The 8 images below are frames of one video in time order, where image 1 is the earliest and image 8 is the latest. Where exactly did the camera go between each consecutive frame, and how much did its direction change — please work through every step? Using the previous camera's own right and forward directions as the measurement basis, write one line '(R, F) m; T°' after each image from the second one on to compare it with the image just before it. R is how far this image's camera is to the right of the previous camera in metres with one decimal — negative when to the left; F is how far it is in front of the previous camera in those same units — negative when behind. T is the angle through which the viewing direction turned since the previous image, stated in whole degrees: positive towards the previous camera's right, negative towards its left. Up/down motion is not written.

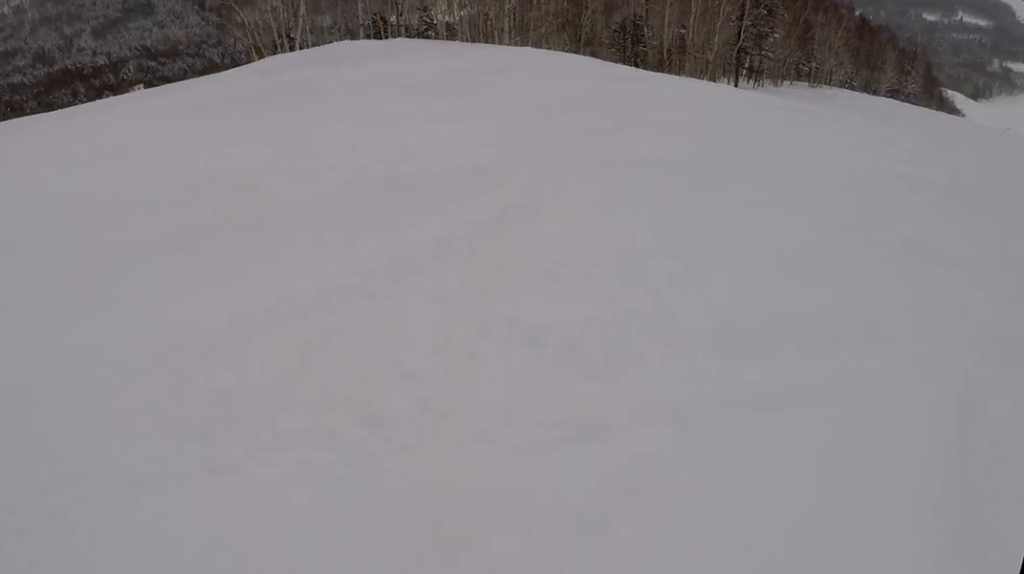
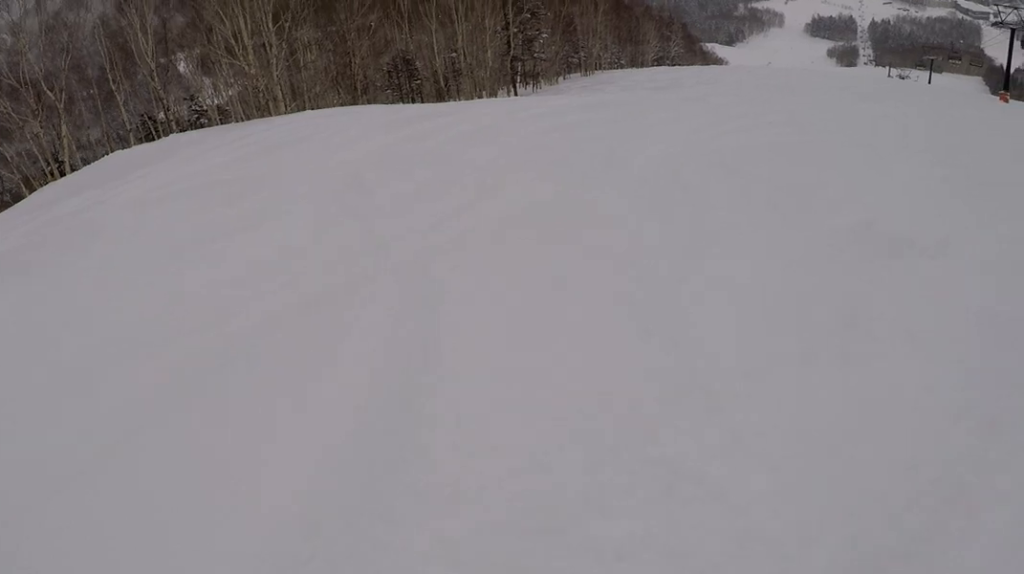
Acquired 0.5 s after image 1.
(+0.4, +2.3) m; +9°
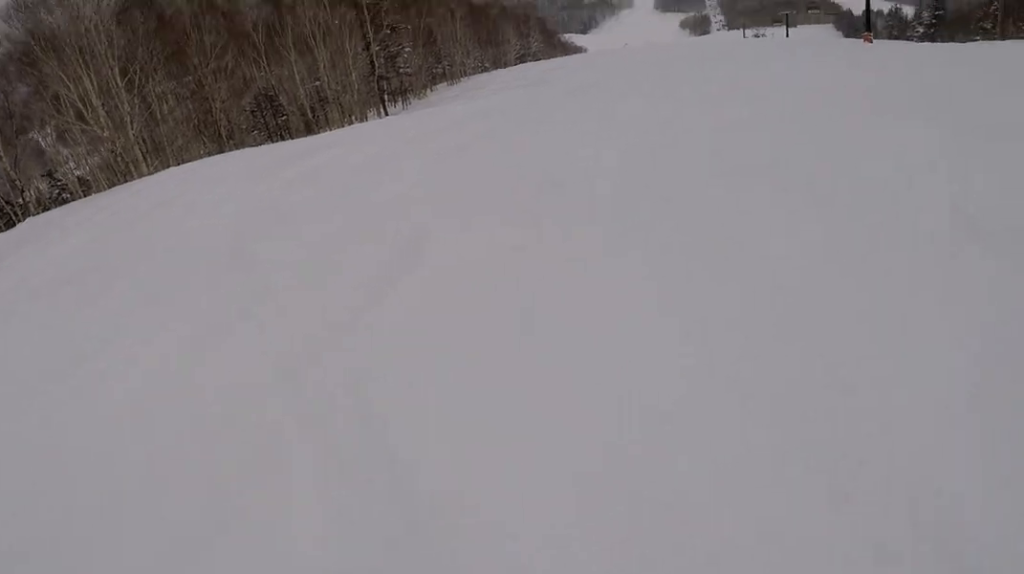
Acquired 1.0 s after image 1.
(+0.1, +2.2) m; +11°
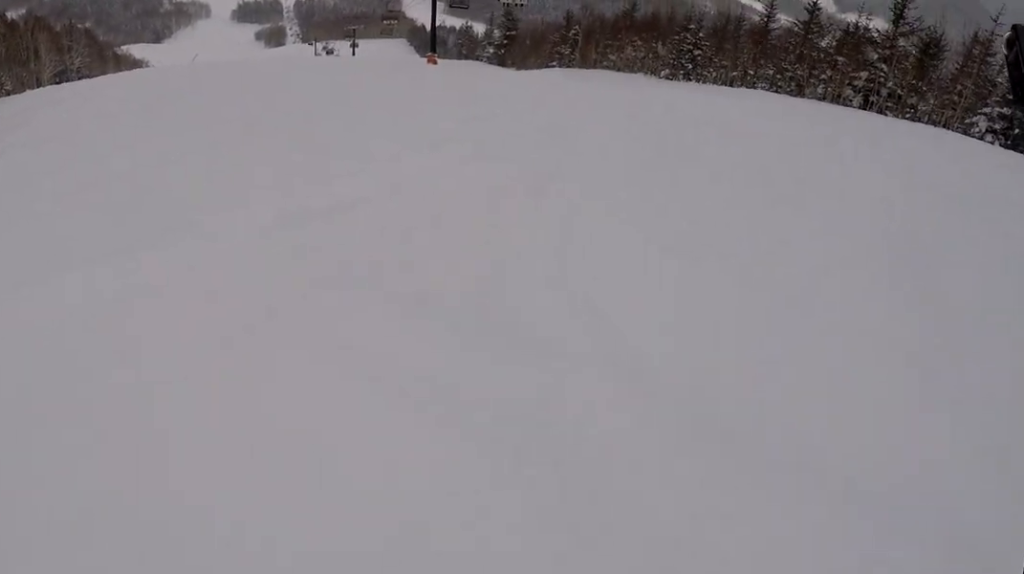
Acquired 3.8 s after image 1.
(+5.5, +9.5) m; +31°
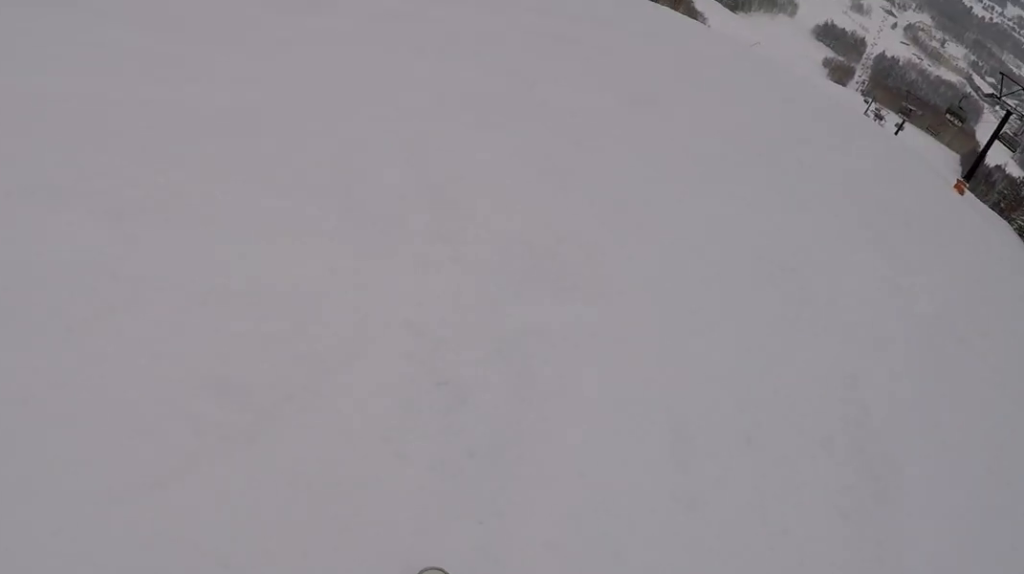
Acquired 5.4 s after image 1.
(-1.8, +5.9) m; -33°
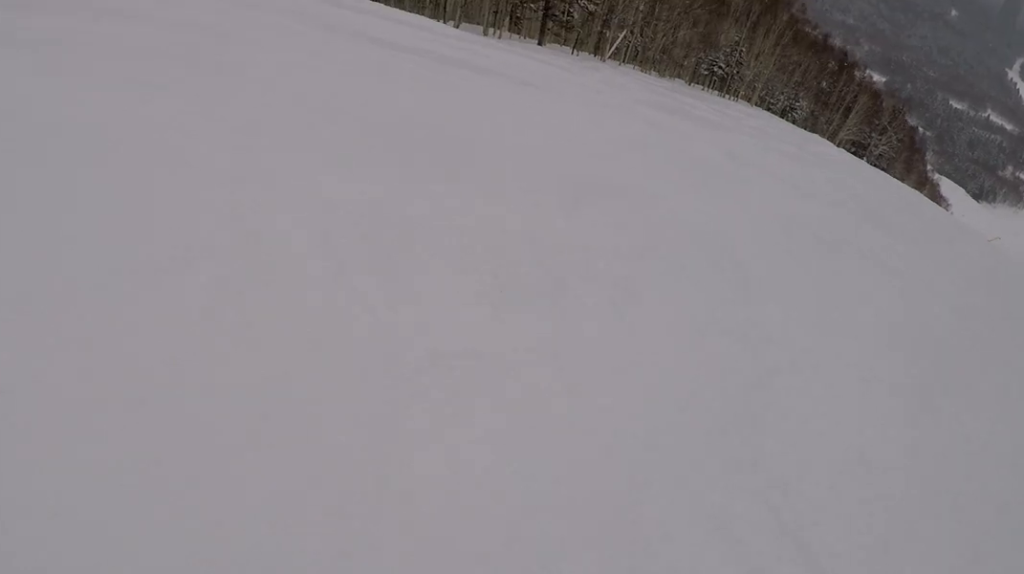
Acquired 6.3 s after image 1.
(-0.5, +3.4) m; -23°
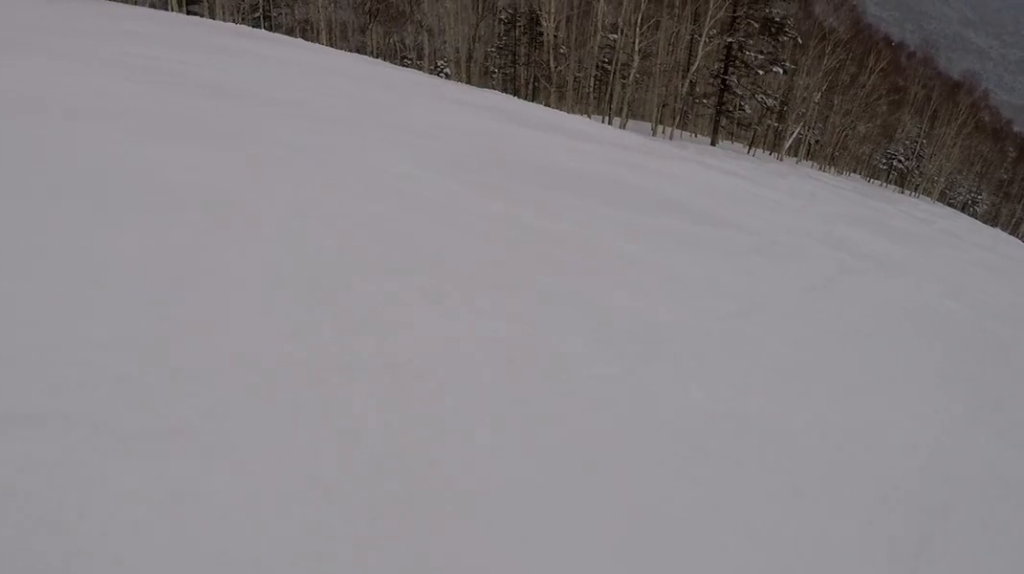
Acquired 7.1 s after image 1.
(-0.7, +3.1) m; -18°
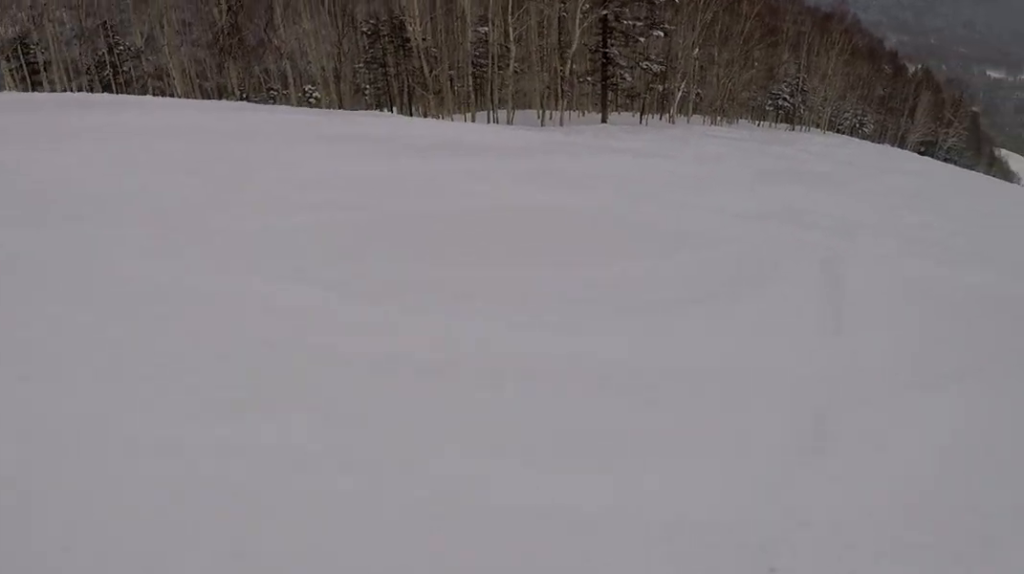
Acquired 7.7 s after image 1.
(-0.6, +2.2) m; -7°
